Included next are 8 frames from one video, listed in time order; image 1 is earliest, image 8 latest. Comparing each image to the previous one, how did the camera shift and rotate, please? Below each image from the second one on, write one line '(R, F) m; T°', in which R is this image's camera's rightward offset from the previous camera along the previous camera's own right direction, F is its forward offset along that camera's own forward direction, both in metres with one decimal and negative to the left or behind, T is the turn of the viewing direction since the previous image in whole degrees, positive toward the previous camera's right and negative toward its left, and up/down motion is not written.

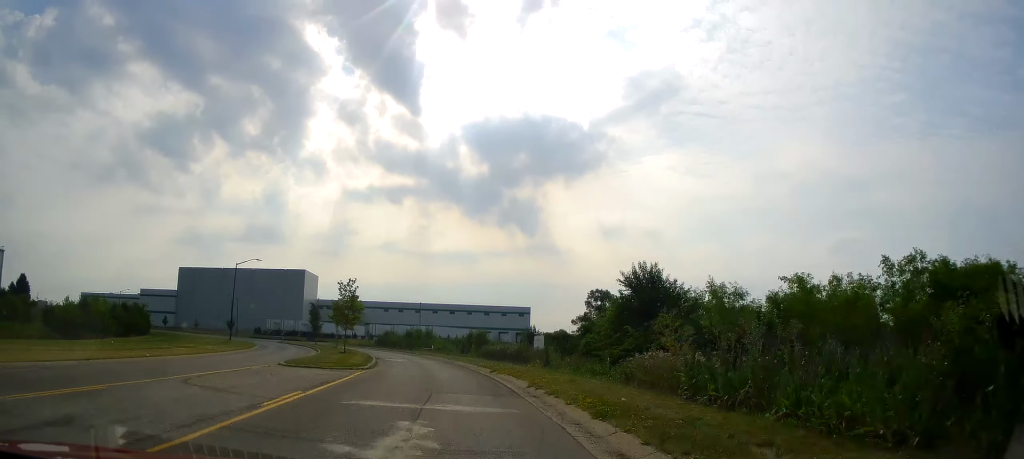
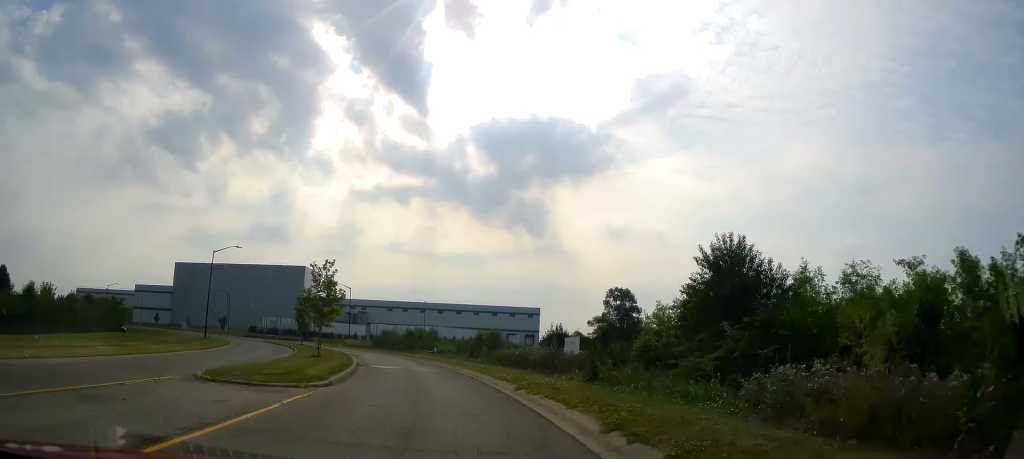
(0.0, +7.9) m; -2°
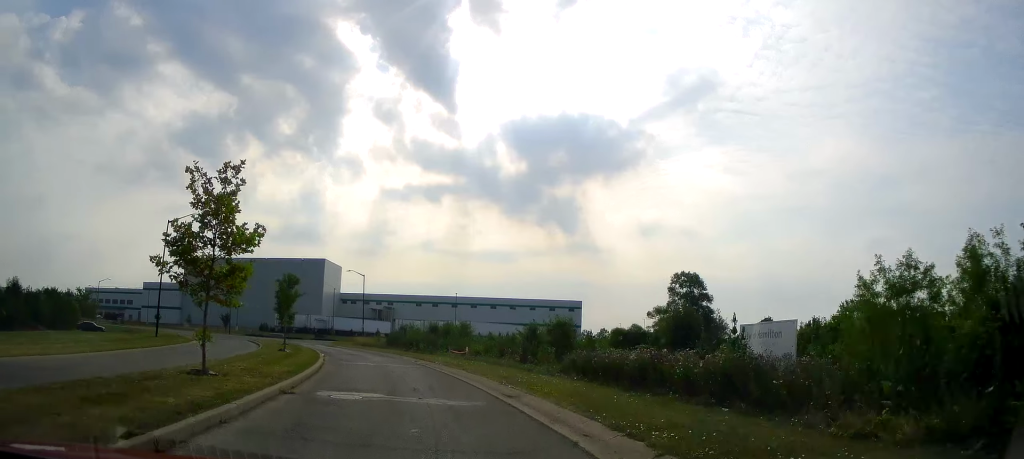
(-0.4, +14.2) m; -5°
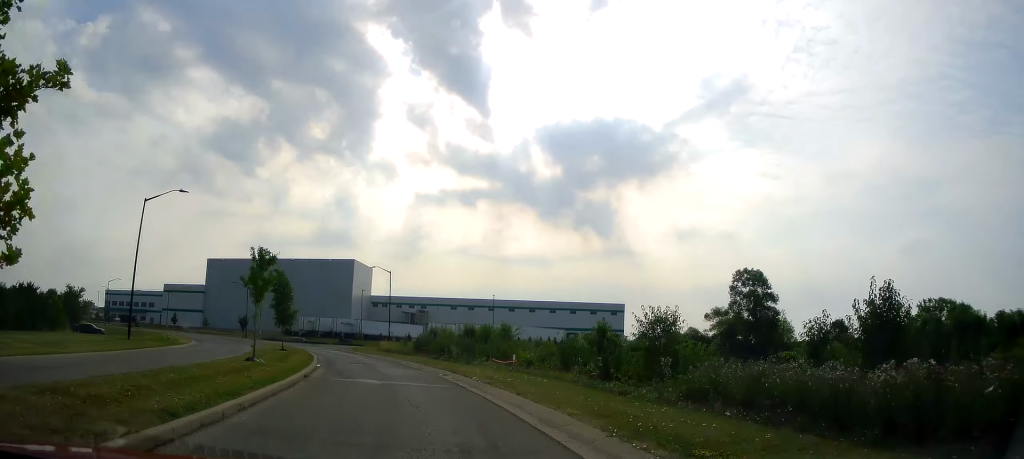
(-0.3, +7.6) m; -3°
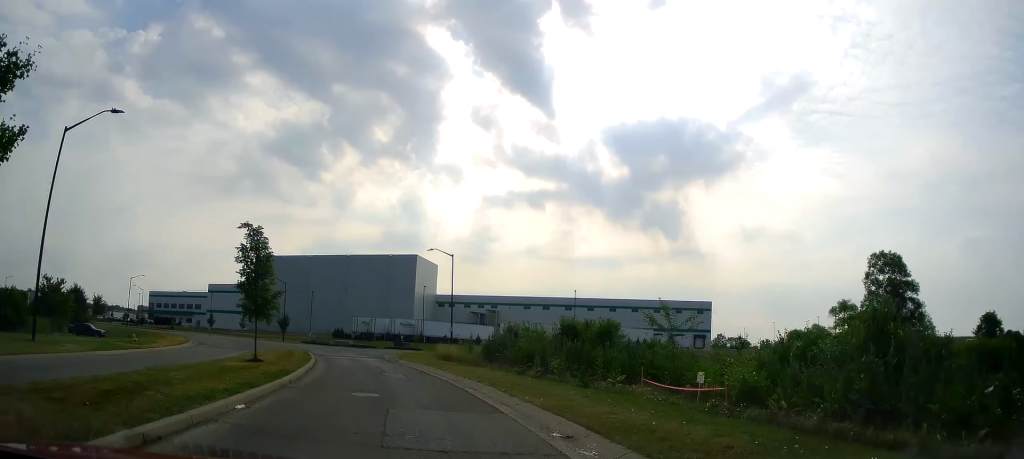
(-0.3, +11.5) m; -7°
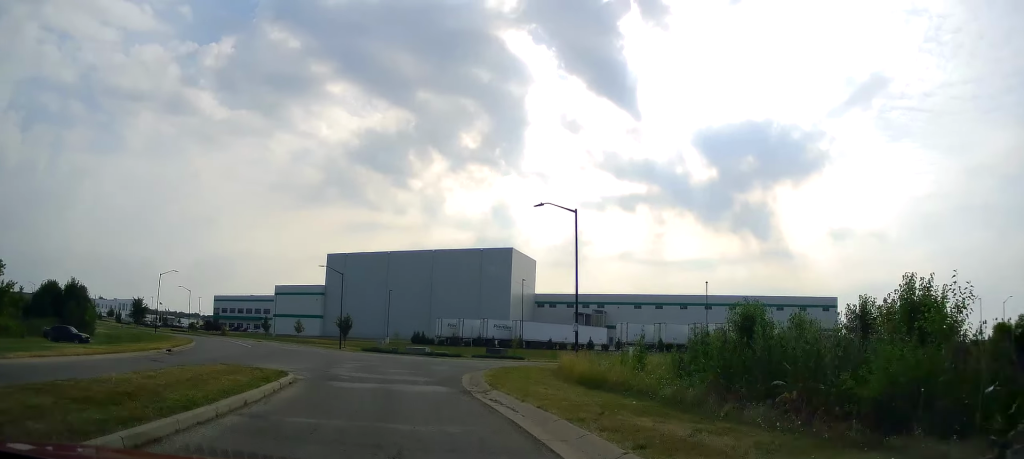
(-1.5, +13.5) m; -7°
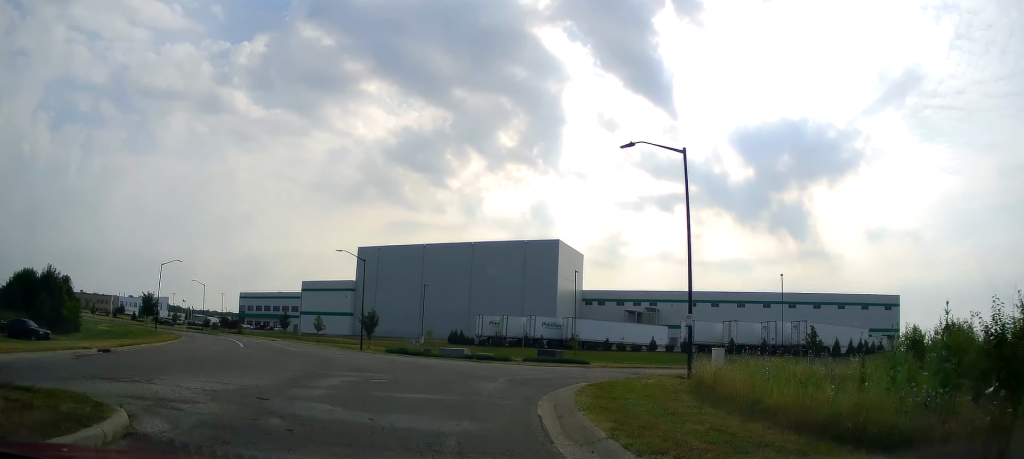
(0.0, +8.6) m; -4°
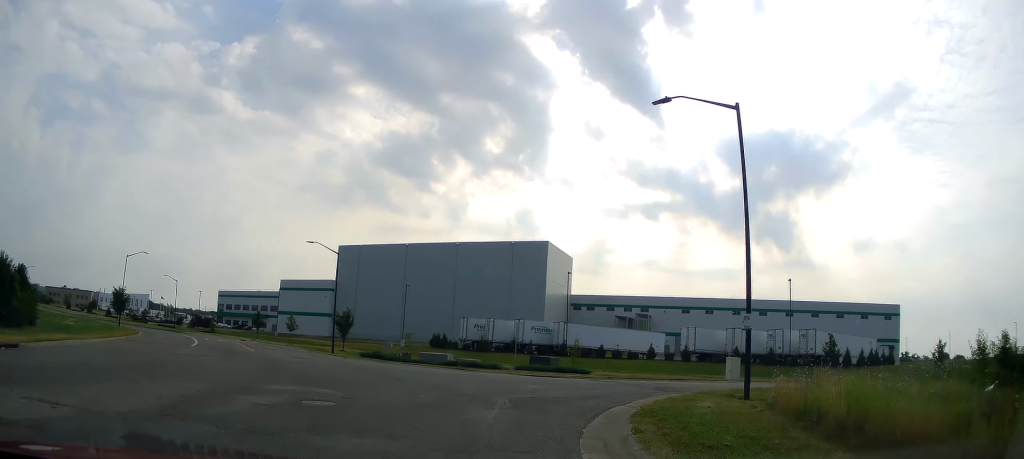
(-0.2, +5.1) m; -1°
